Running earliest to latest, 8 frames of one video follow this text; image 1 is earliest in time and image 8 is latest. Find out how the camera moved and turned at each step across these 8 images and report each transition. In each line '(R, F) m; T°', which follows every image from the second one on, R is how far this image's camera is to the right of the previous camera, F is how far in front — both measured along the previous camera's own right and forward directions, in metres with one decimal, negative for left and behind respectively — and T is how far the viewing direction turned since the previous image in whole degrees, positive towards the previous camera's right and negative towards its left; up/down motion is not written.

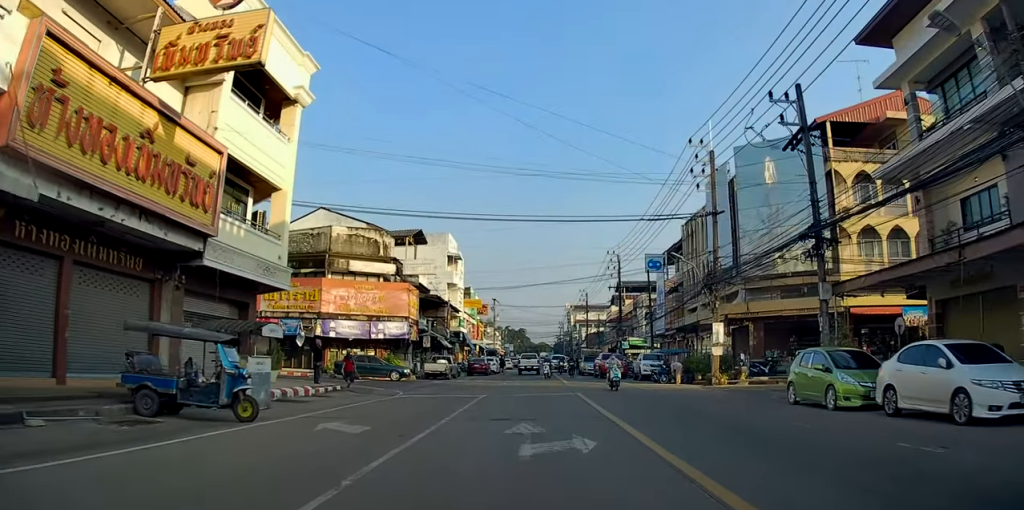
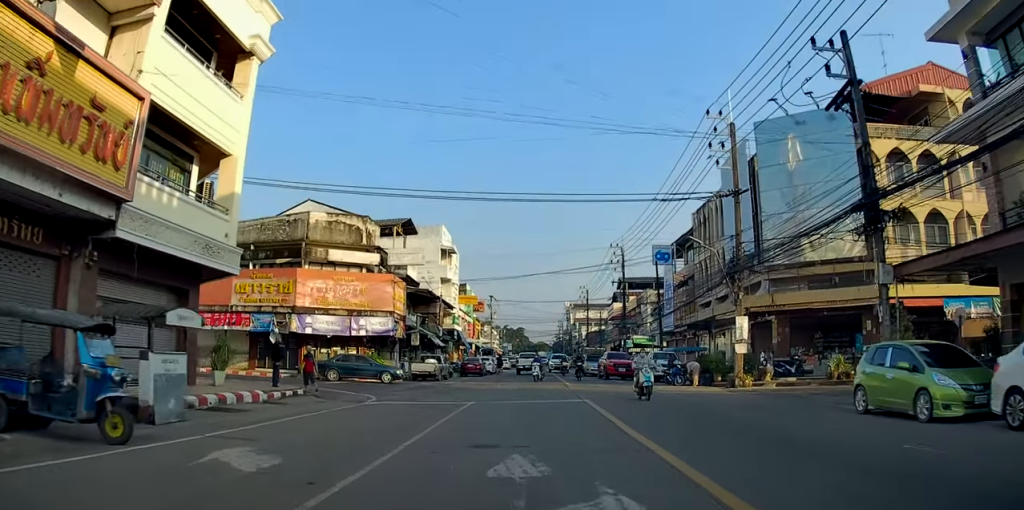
(0.0, +4.3) m; 0°
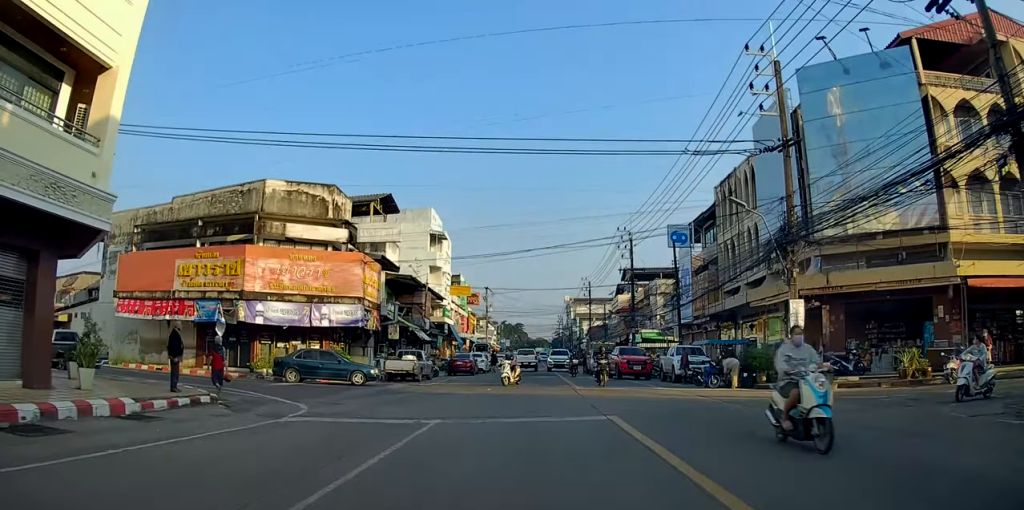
(0.0, +6.4) m; -2°
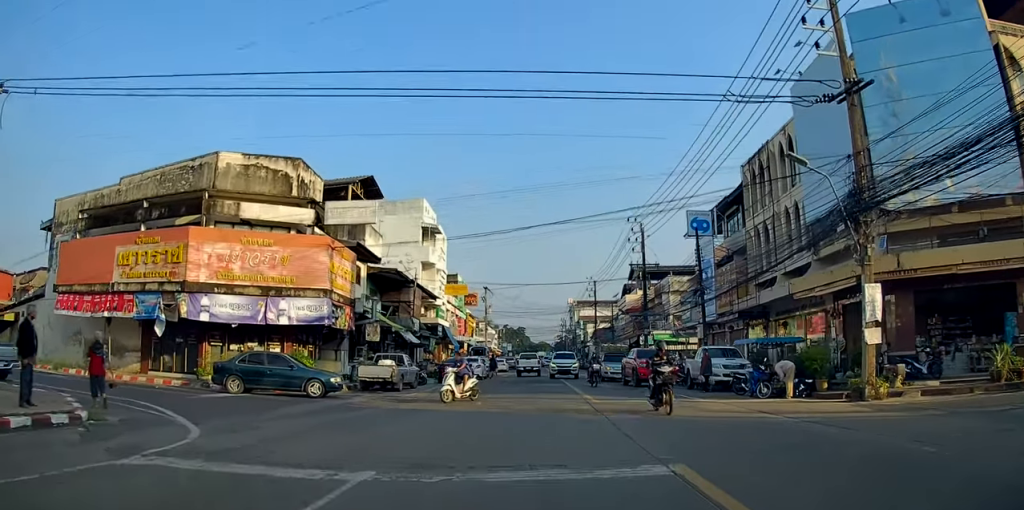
(+0.2, +5.7) m; -3°
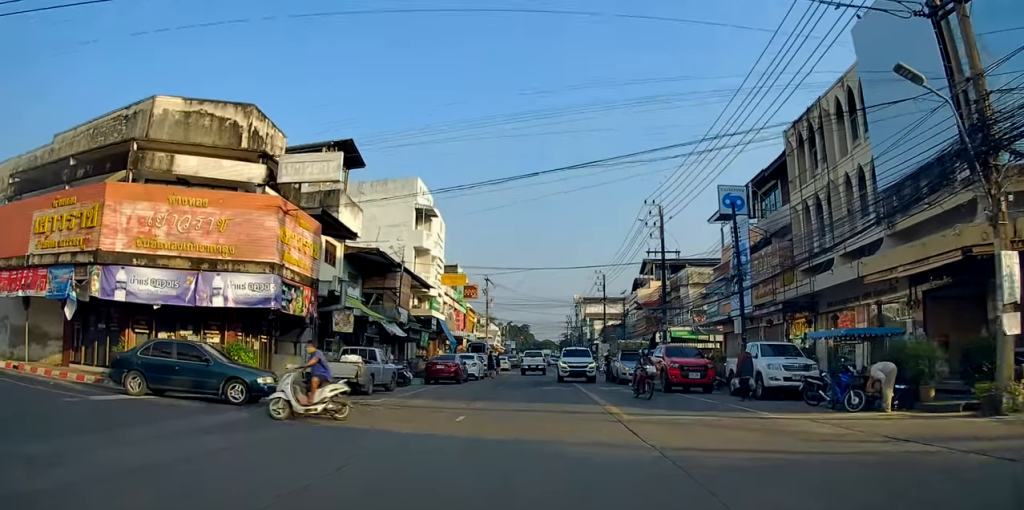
(-0.6, +5.8) m; 0°
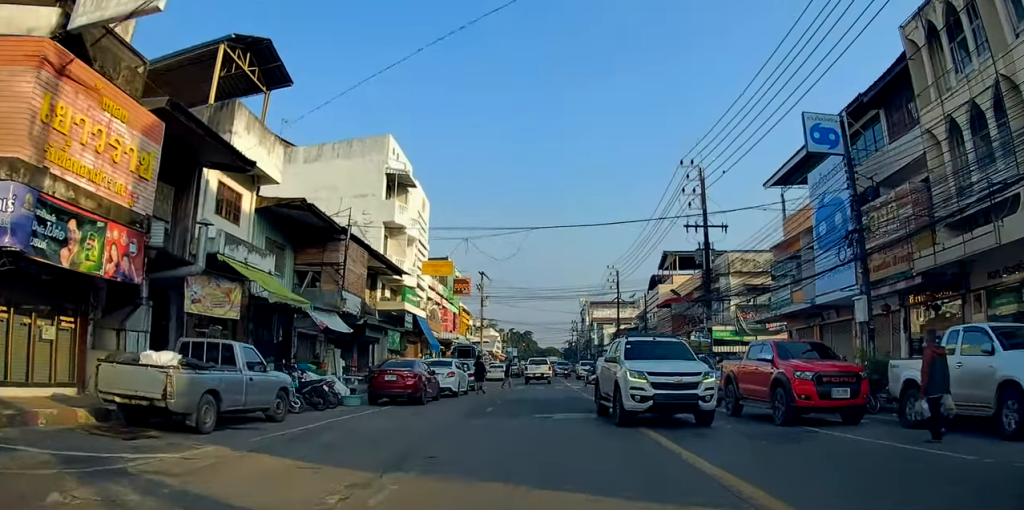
(+0.6, +11.8) m; +5°
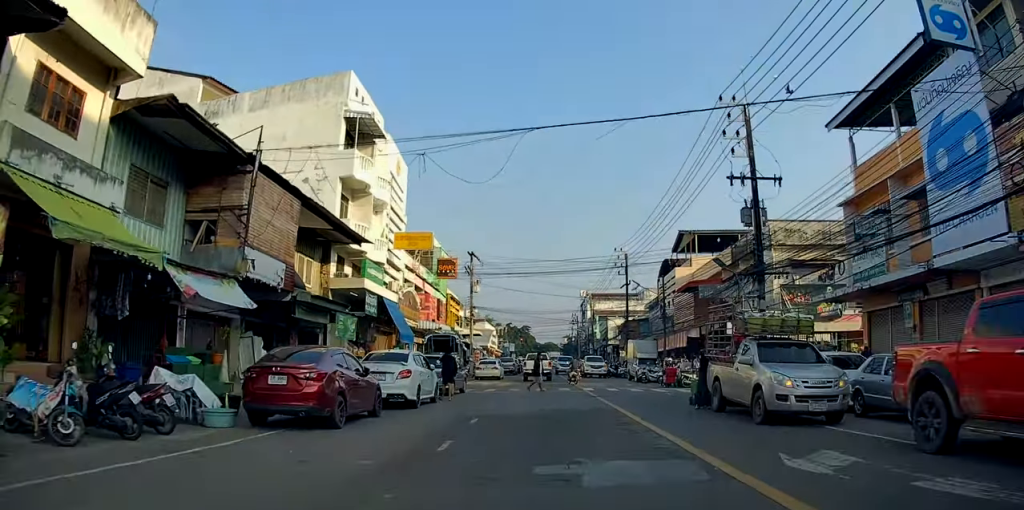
(-0.1, +8.8) m; 0°
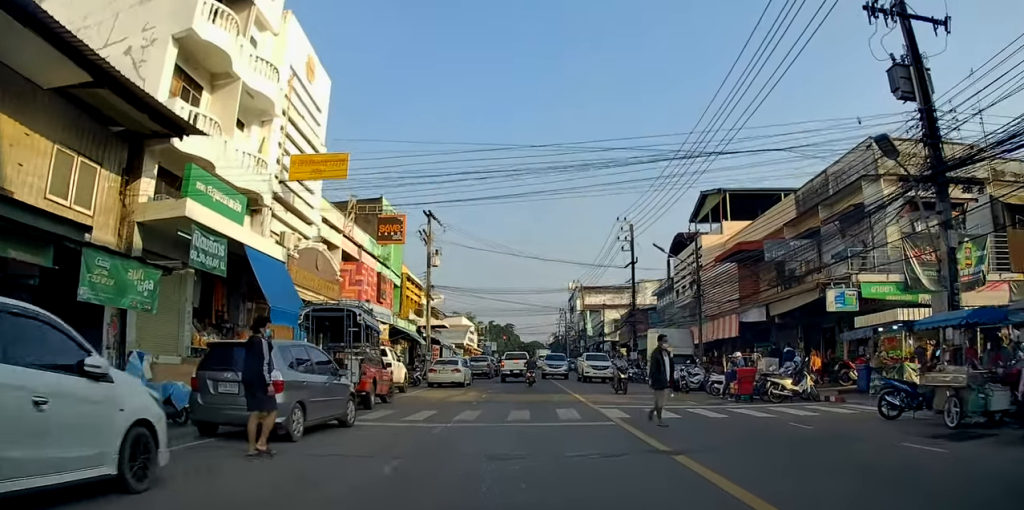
(+0.7, +14.2) m; +7°
